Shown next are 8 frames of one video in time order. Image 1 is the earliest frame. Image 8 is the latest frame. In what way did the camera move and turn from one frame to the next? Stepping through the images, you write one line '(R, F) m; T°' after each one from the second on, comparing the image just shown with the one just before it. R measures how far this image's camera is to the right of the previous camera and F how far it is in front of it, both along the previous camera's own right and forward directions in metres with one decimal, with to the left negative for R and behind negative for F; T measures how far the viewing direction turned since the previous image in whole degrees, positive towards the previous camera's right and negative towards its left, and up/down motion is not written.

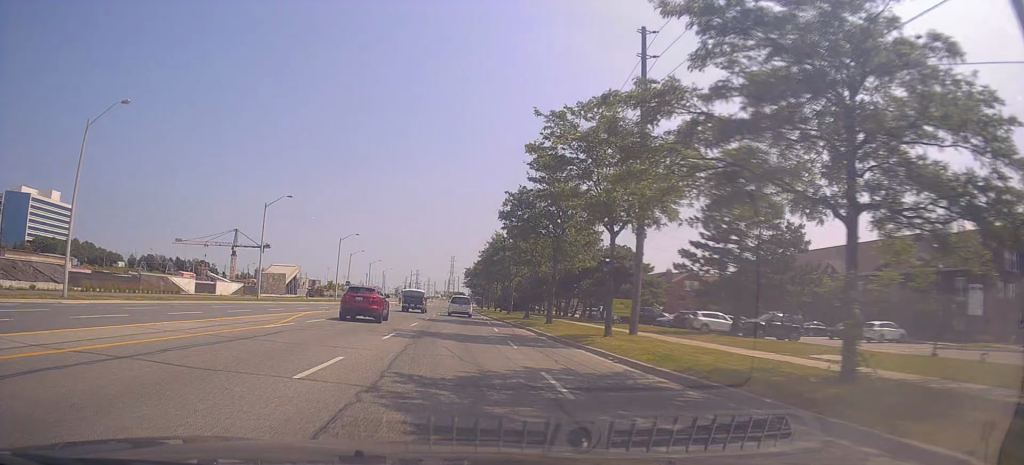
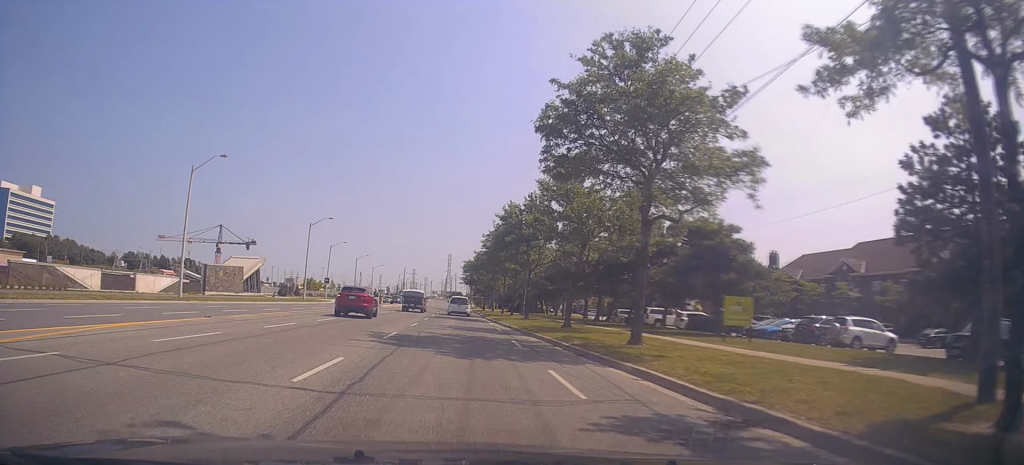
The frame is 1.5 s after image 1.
(+0.4, +18.8) m; +1°
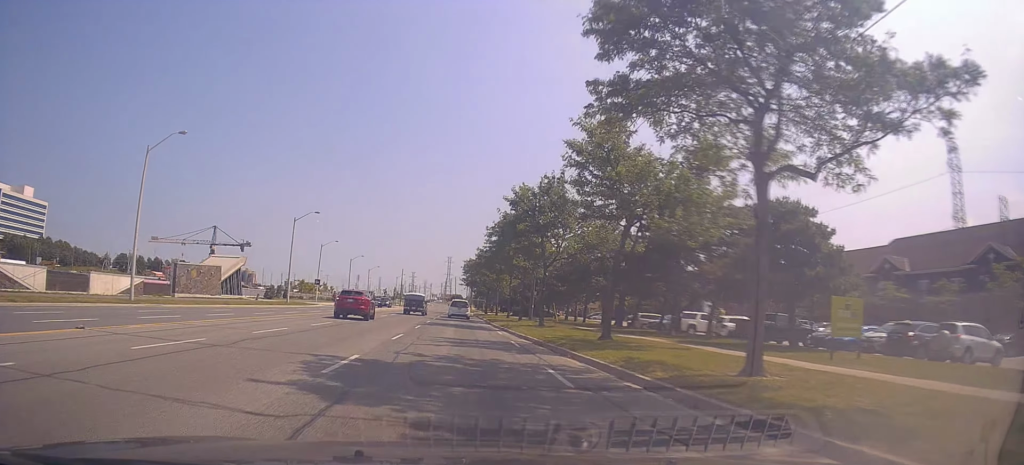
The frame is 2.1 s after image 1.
(-0.1, +7.7) m; -1°
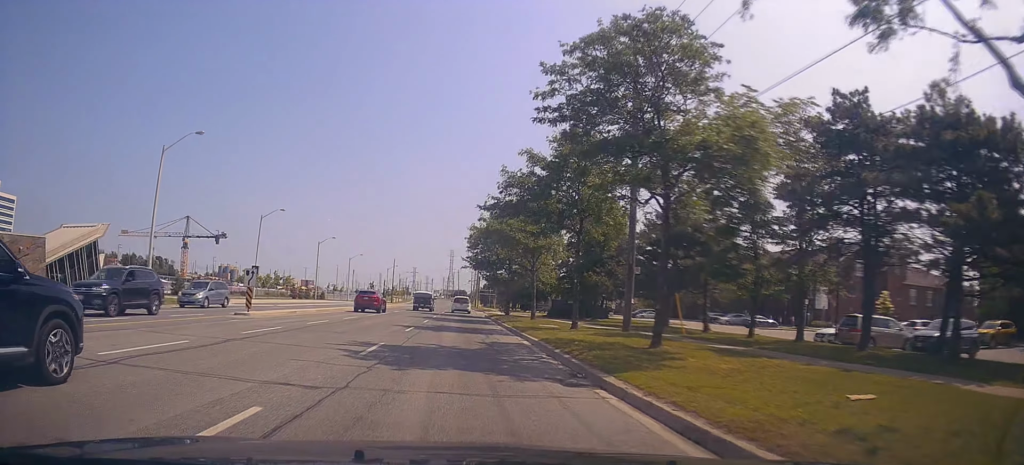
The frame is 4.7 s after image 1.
(+0.5, +34.0) m; 0°
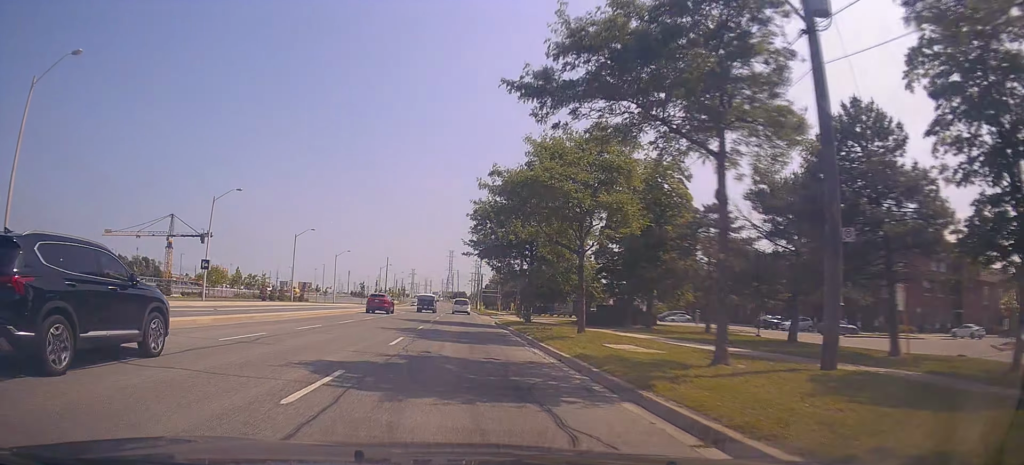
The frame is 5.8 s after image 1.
(-0.6, +14.8) m; -1°
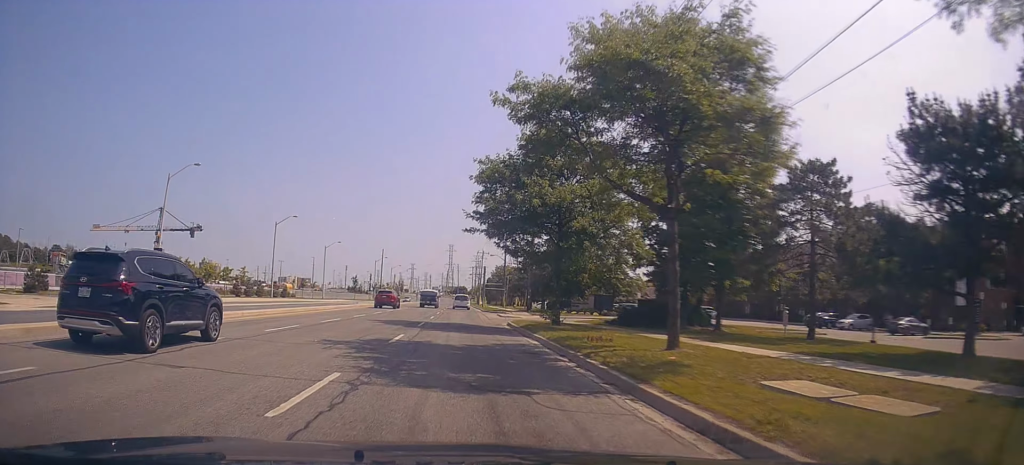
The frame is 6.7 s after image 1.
(+0.2, +10.4) m; 0°
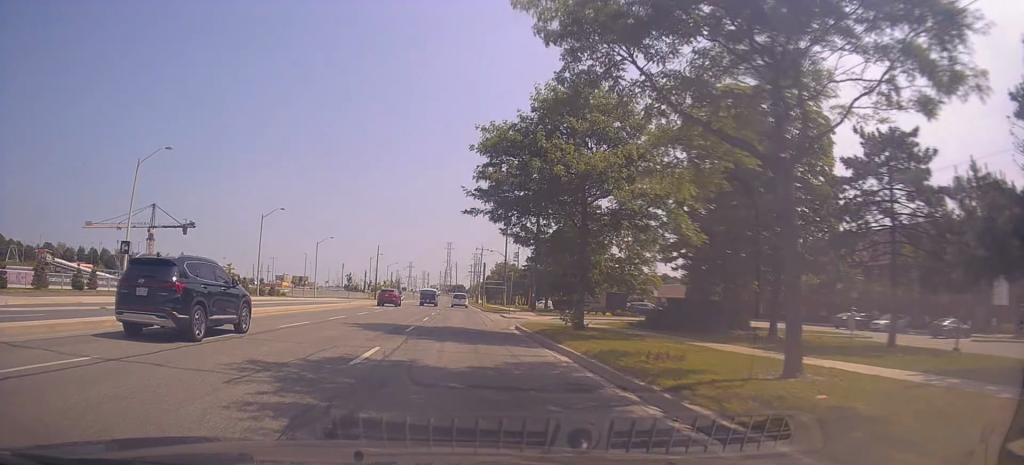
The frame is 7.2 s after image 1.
(-0.1, +5.3) m; 0°
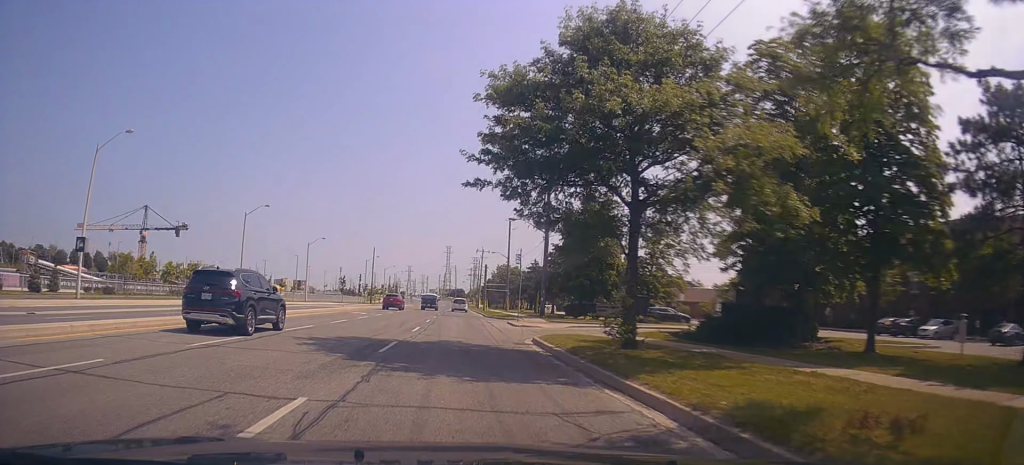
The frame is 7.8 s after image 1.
(-0.1, +6.3) m; 0°
